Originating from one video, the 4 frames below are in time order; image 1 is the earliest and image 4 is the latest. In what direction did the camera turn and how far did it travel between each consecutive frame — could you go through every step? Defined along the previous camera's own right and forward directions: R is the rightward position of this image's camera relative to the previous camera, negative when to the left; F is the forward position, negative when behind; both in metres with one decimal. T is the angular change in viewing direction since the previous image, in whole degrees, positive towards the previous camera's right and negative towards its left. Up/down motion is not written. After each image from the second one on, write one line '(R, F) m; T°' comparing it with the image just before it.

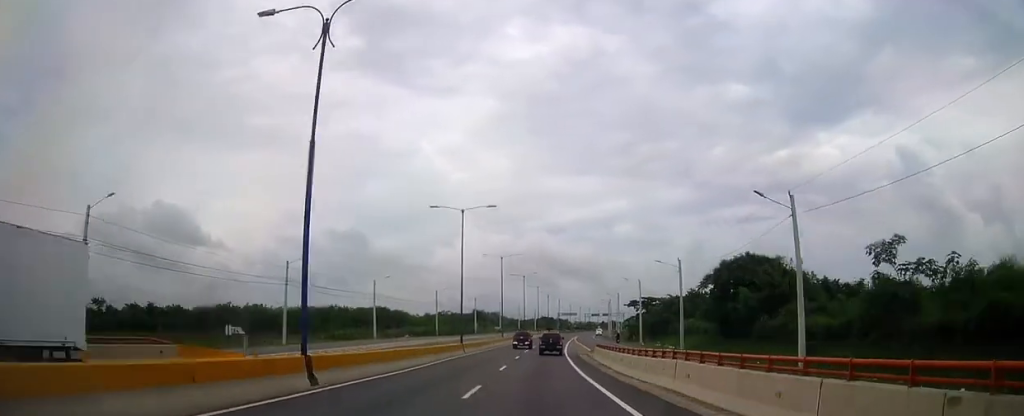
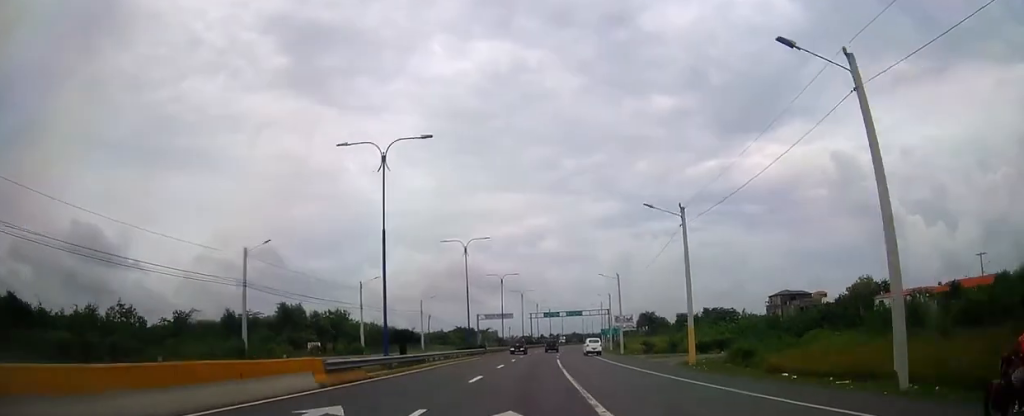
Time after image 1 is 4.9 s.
(+8.6, +135.9) m; +7°
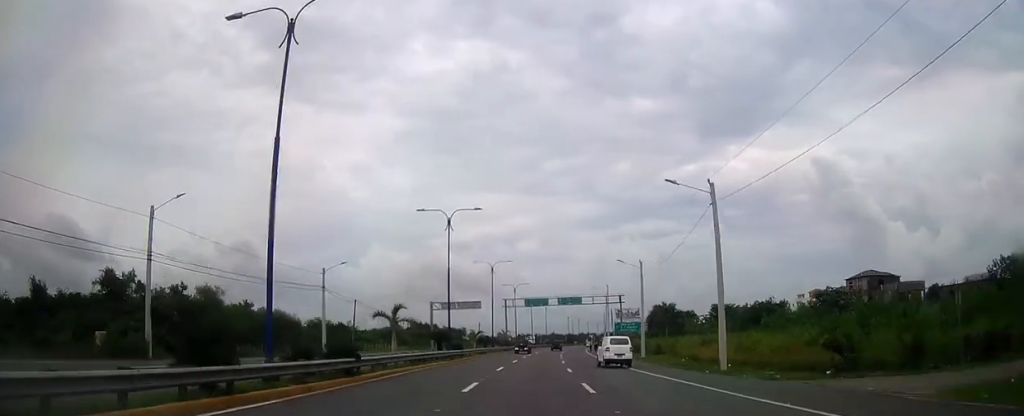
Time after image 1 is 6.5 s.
(+0.9, +44.2) m; +2°
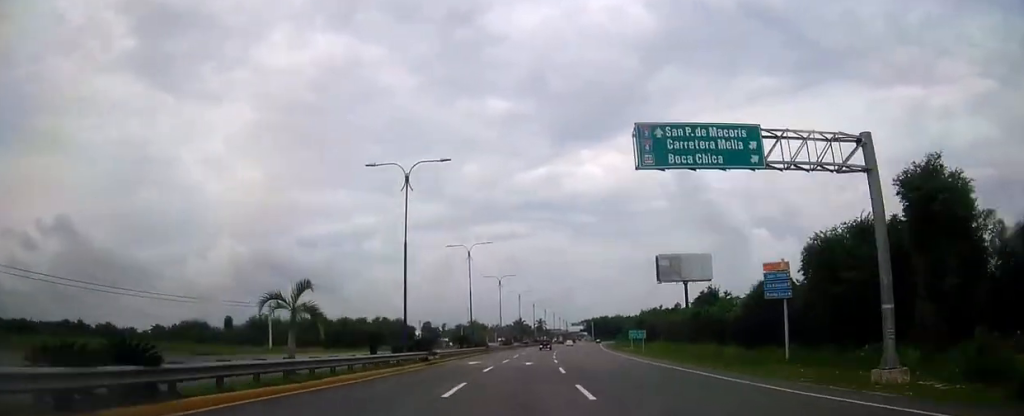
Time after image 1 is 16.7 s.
(+35.1, +276.6) m; +14°
